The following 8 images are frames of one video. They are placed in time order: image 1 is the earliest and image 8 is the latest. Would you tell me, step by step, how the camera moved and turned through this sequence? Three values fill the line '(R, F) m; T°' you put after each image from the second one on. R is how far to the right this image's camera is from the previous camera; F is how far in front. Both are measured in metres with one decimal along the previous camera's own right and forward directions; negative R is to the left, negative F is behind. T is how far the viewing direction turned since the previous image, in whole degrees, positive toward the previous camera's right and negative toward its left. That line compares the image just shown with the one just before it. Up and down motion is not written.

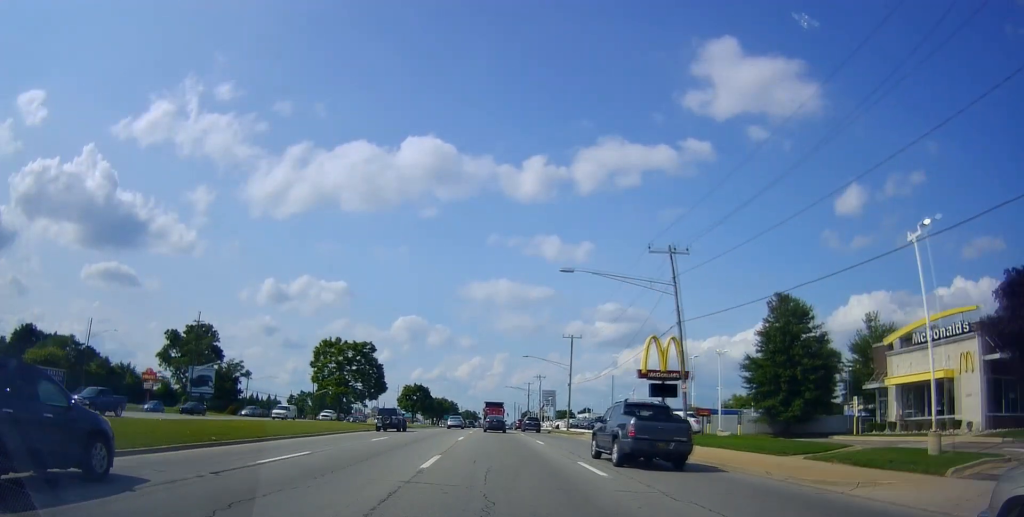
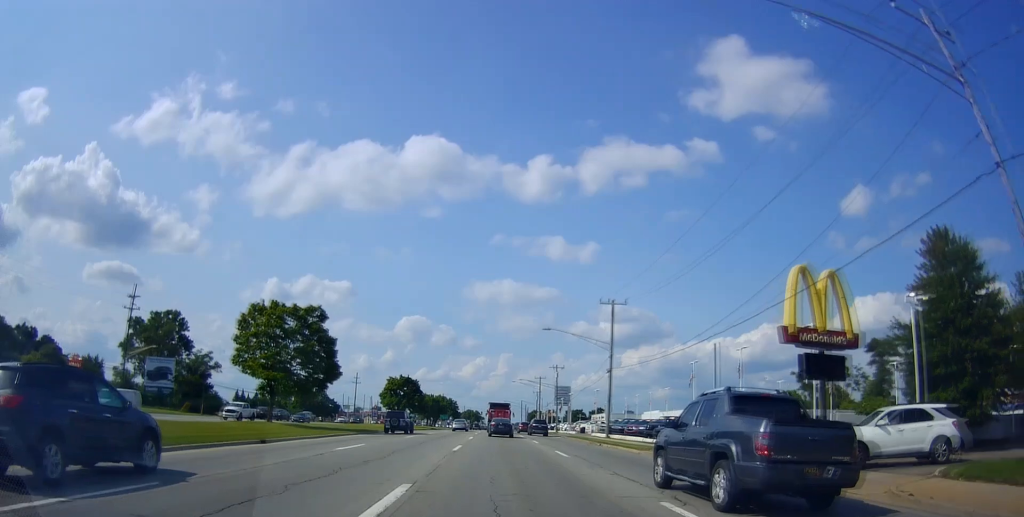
(+0.5, +23.5) m; +1°
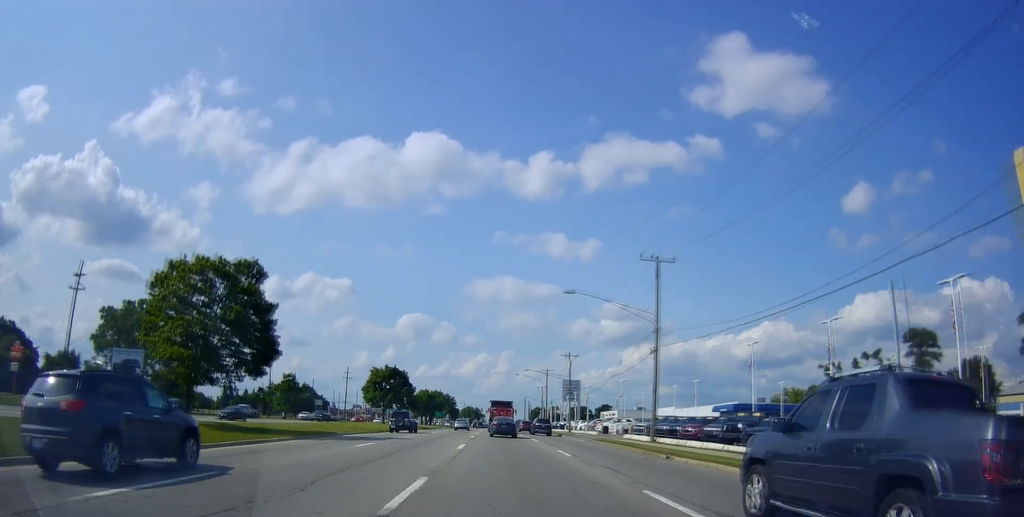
(-0.3, +14.4) m; 0°
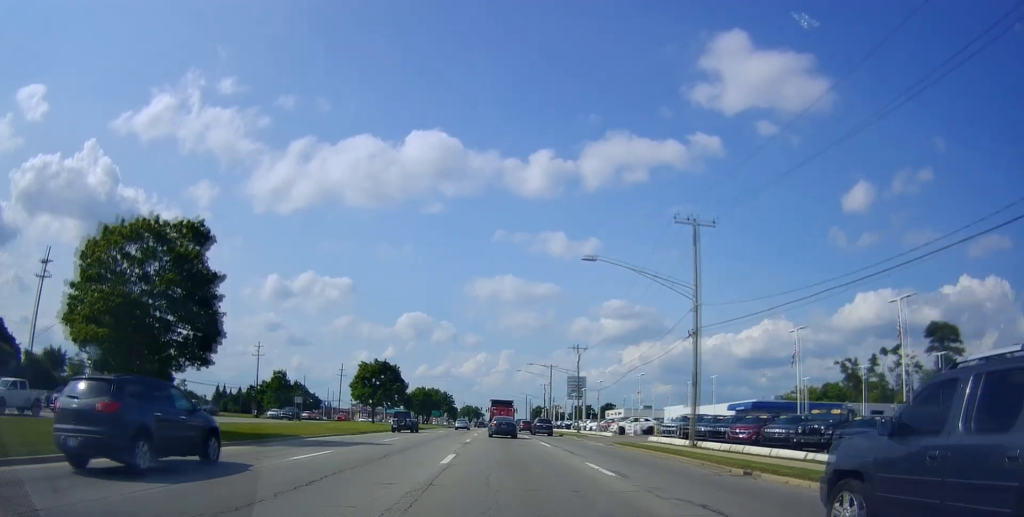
(0.0, +7.7) m; 0°
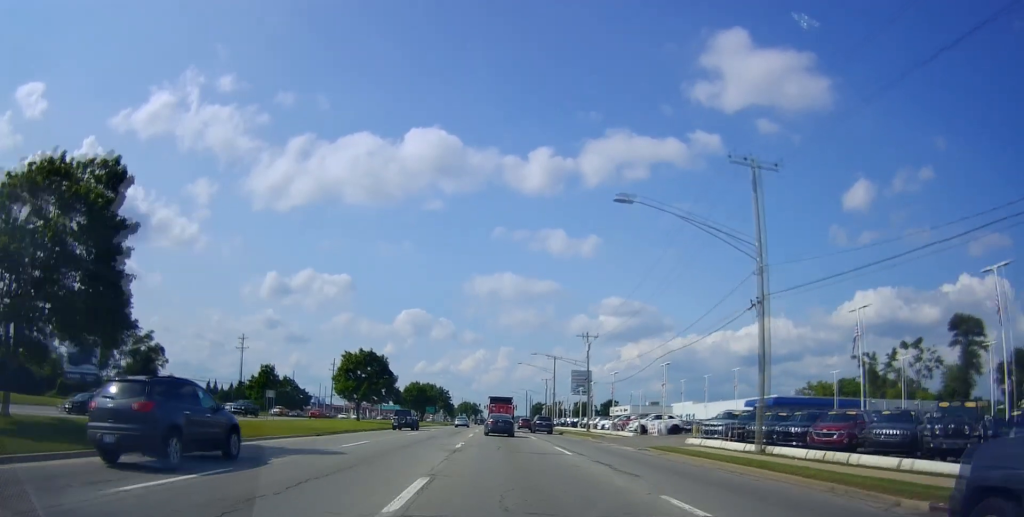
(+0.2, +8.0) m; -1°
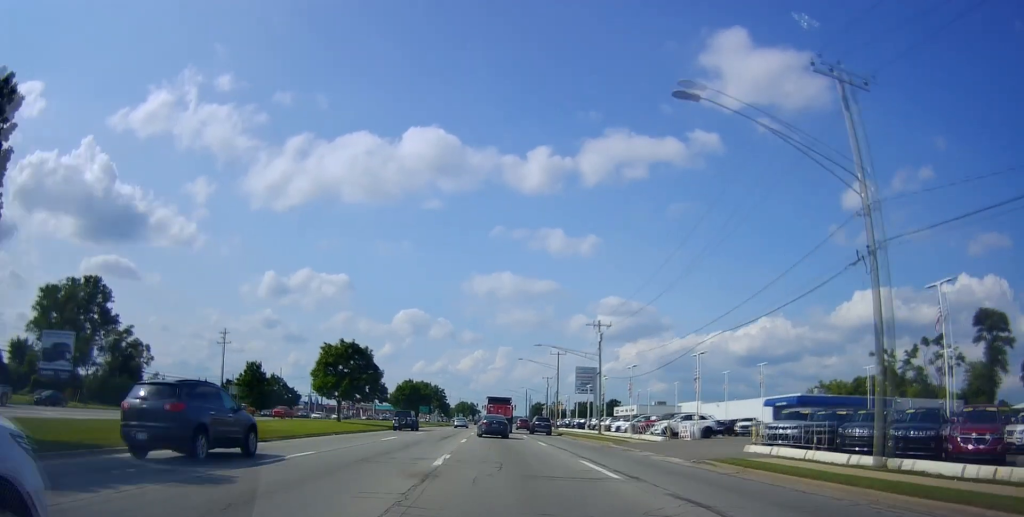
(+0.2, +7.4) m; -1°
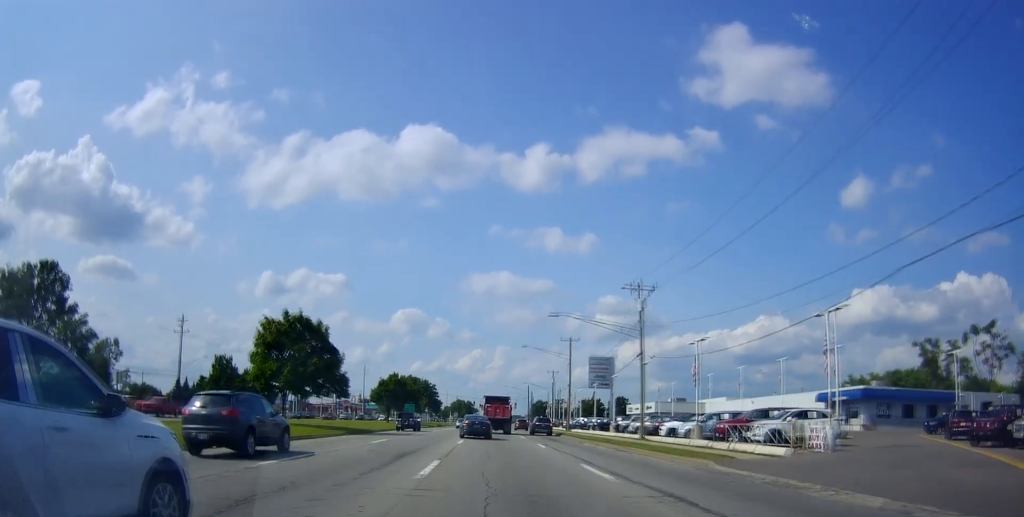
(-0.7, +16.0) m; 0°
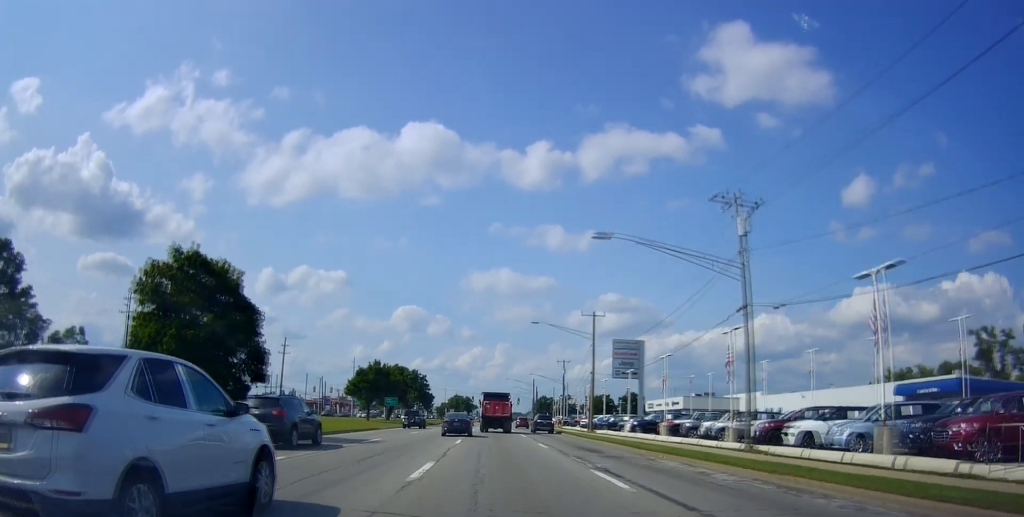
(+0.7, +16.7) m; 0°
